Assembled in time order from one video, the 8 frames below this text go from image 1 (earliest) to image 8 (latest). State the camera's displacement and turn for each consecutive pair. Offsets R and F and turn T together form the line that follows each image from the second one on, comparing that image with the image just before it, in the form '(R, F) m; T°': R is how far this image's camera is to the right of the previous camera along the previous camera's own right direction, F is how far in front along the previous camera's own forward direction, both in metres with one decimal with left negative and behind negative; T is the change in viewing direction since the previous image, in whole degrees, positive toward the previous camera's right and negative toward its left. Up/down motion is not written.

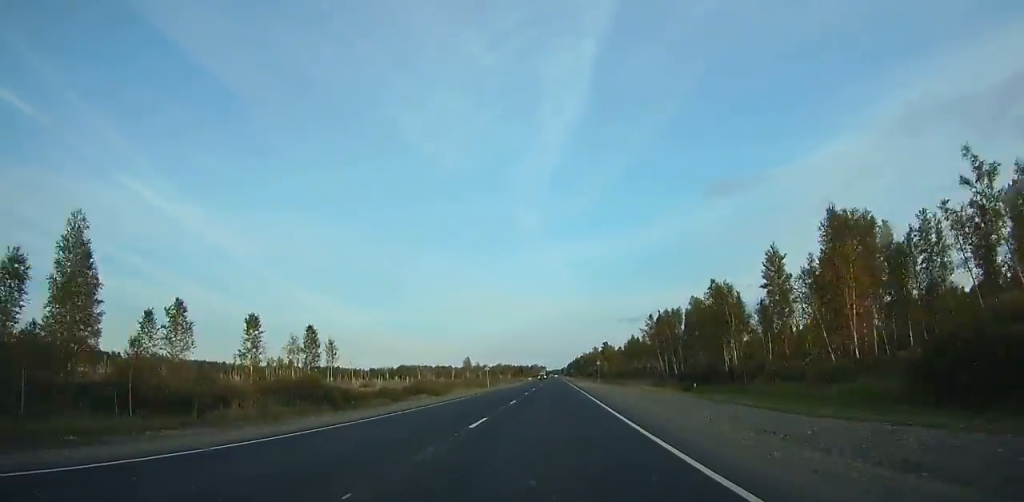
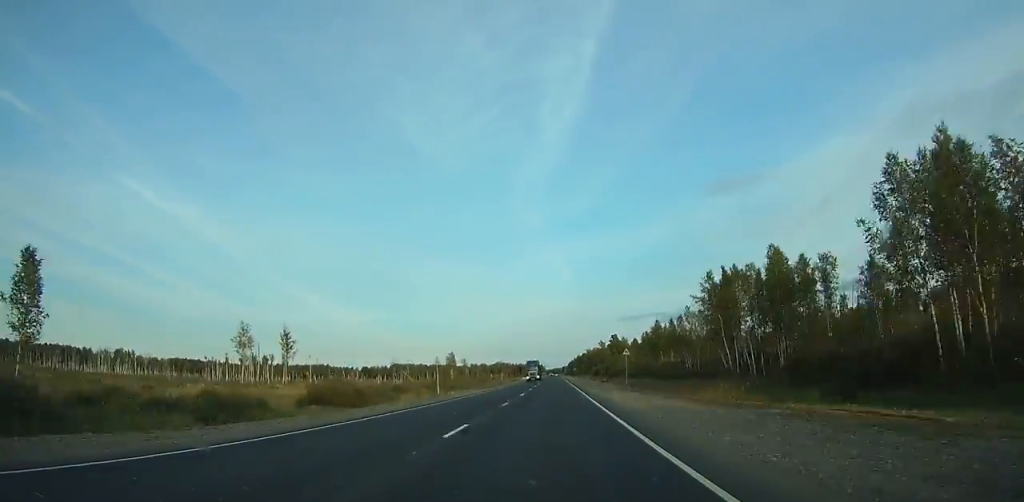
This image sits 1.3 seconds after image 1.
(0.0, +39.1) m; 0°
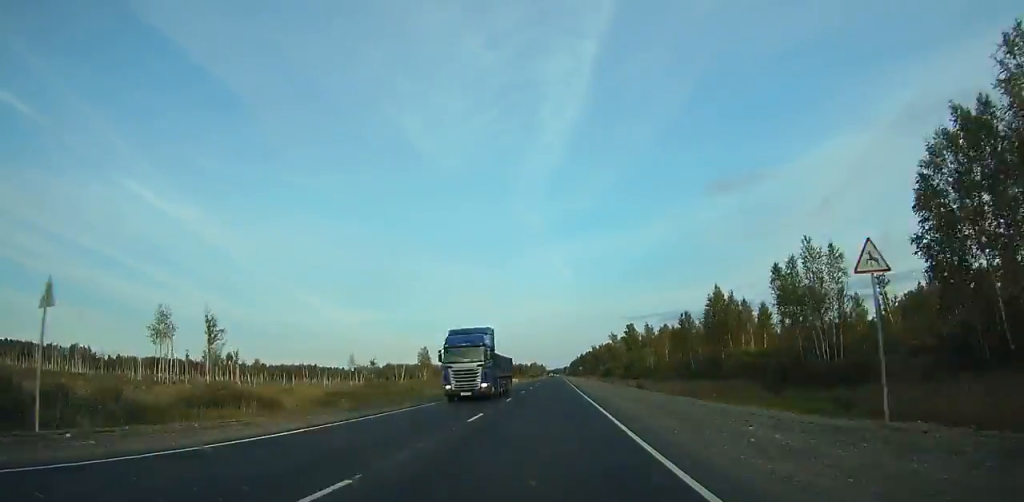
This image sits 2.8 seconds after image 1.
(0.0, +44.5) m; 0°
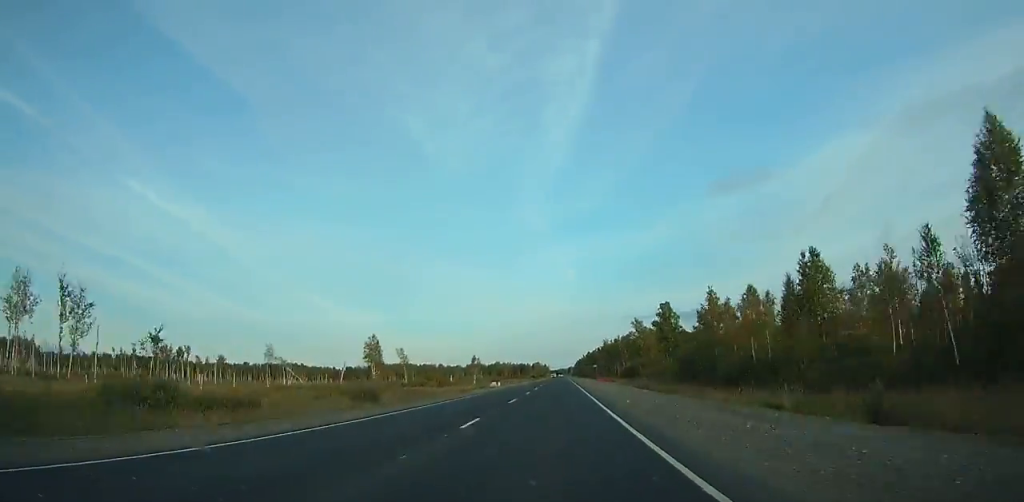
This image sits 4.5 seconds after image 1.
(+0.1, +50.3) m; 0°
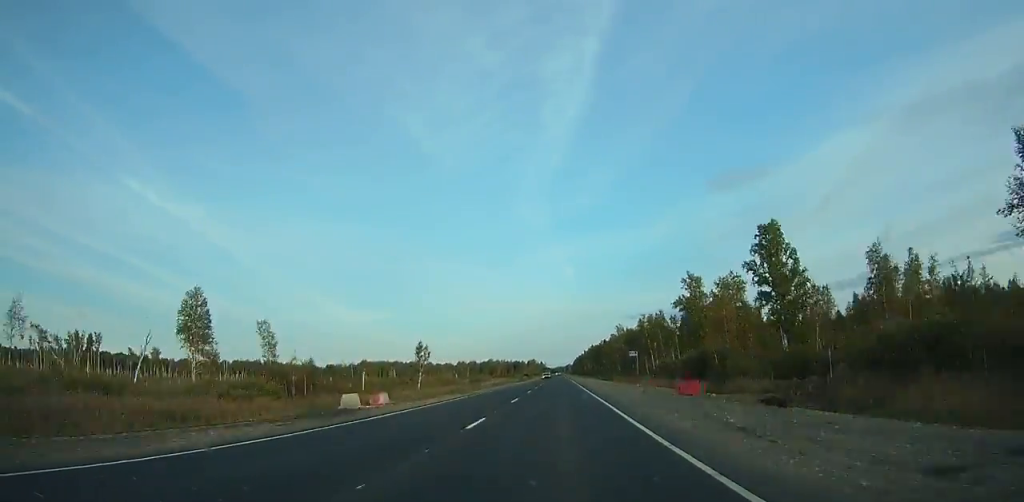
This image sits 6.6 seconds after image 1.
(-0.3, +61.0) m; 0°
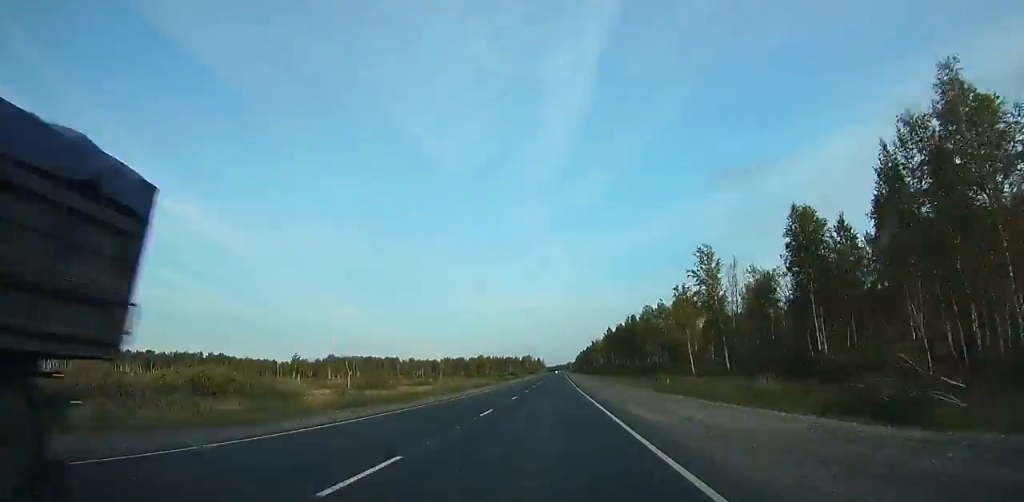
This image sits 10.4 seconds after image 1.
(+0.4, +107.4) m; 0°
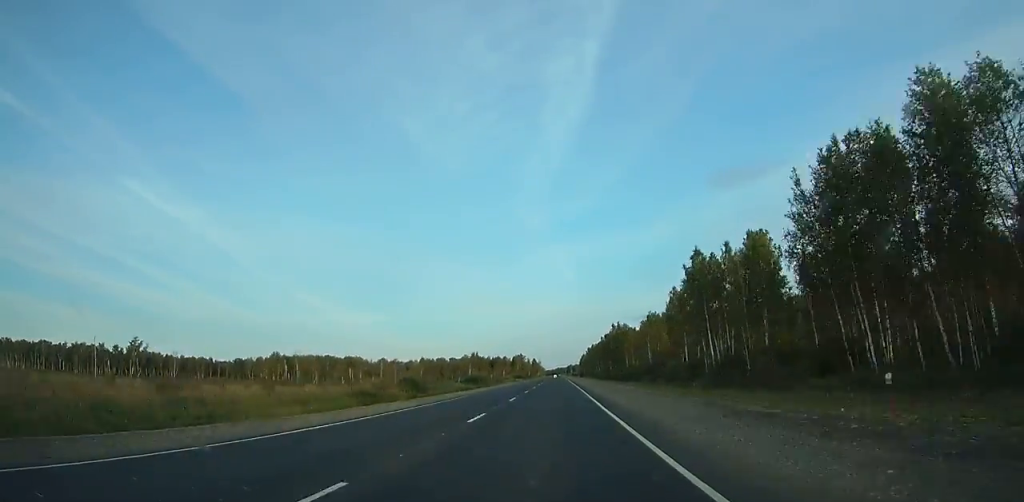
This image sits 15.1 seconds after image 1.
(+0.3, +126.9) m; 0°
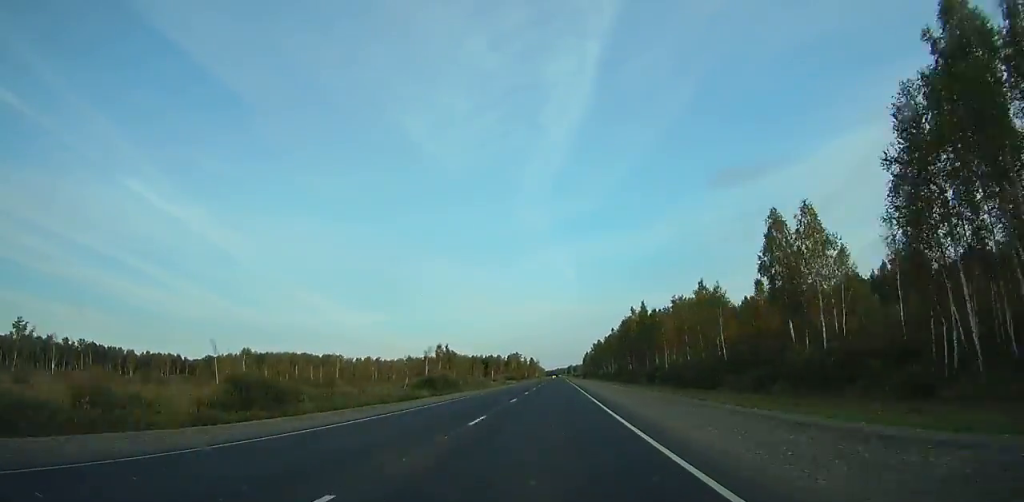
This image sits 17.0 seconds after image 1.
(-0.1, +50.5) m; 0°
